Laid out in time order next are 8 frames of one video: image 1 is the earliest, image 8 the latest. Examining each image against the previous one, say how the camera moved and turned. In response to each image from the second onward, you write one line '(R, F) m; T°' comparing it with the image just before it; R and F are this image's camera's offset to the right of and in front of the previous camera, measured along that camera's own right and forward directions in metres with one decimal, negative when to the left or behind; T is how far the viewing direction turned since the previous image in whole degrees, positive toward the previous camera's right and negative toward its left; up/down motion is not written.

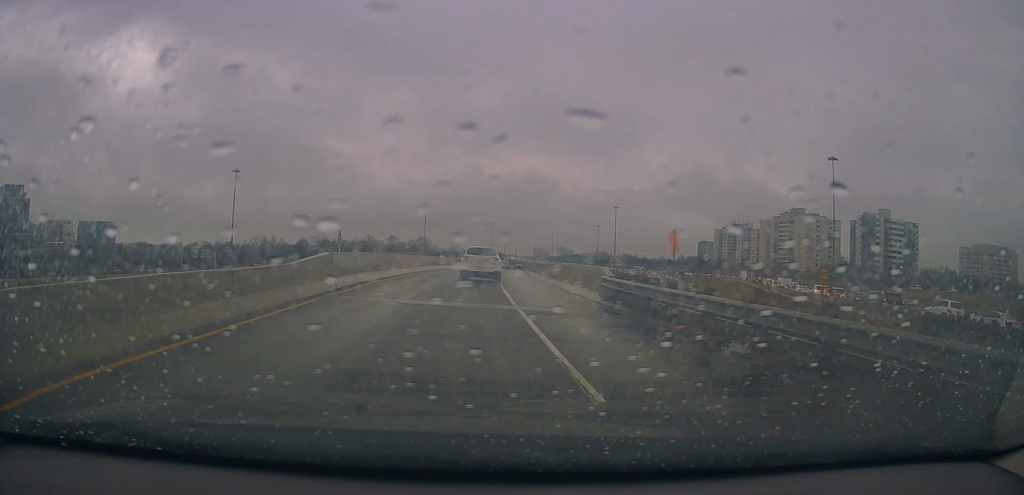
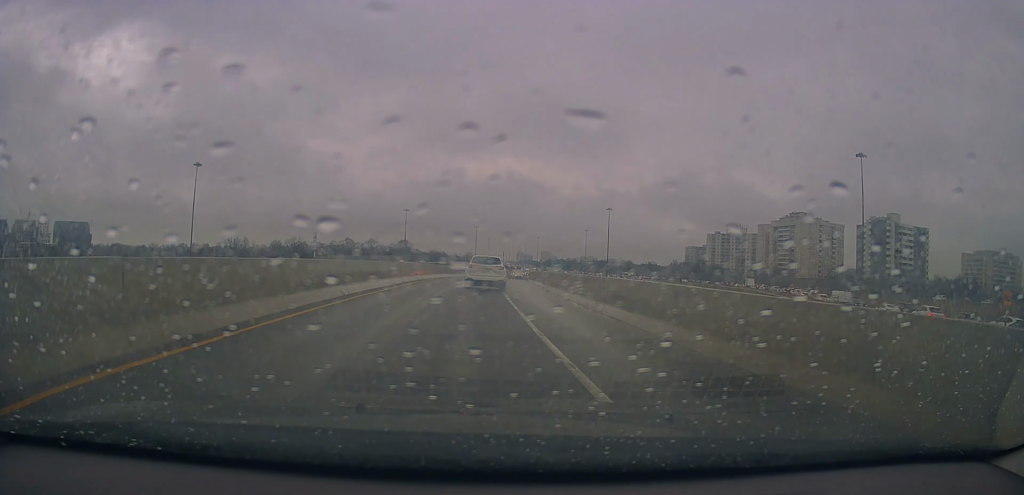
(+0.6, +19.5) m; +2°
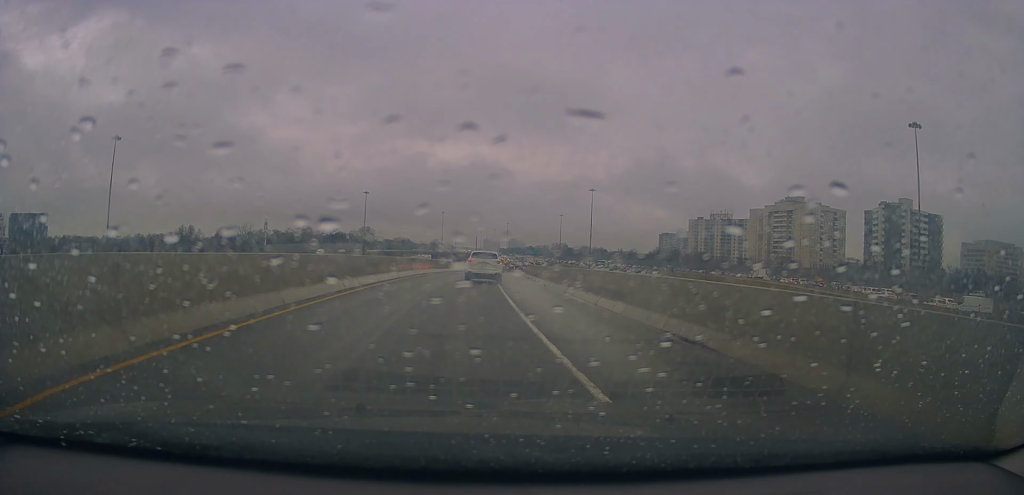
(+0.1, +30.3) m; +2°
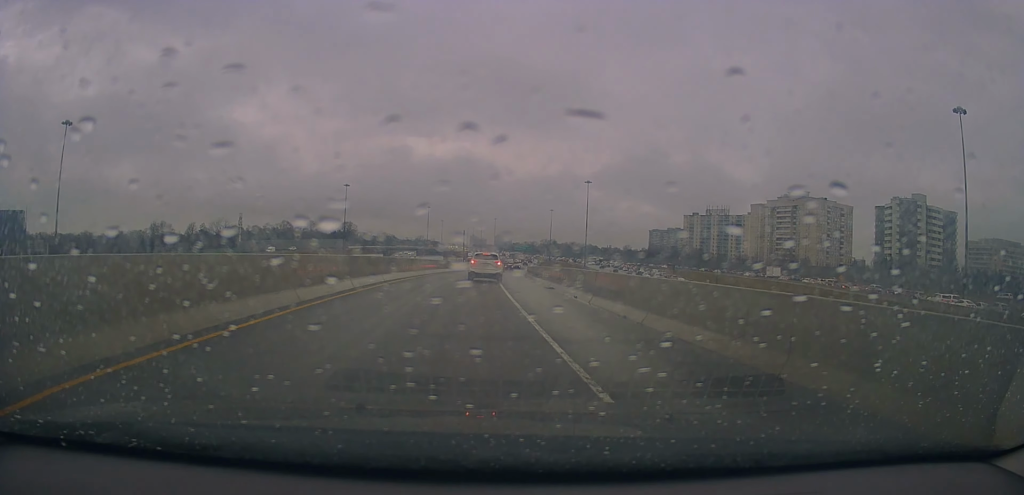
(+0.5, +17.2) m; +3°
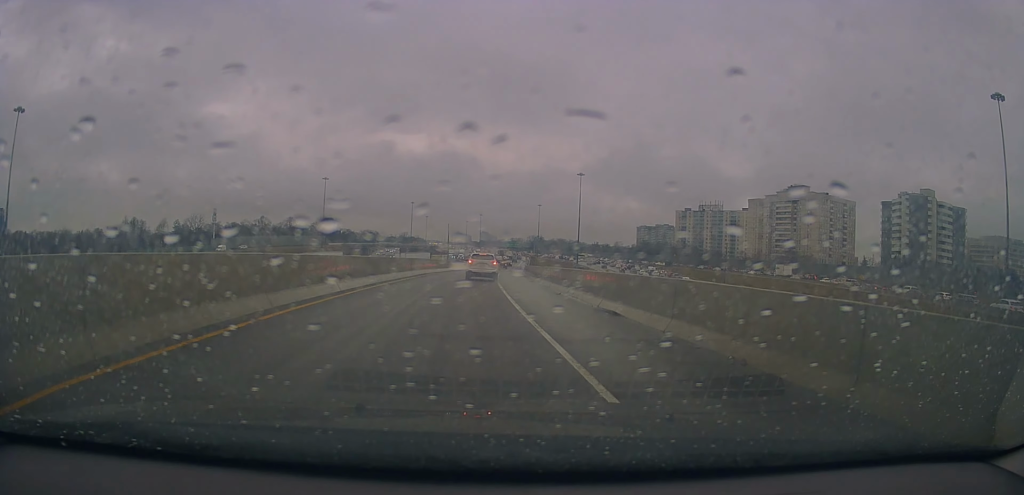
(+0.3, +13.7) m; +2°
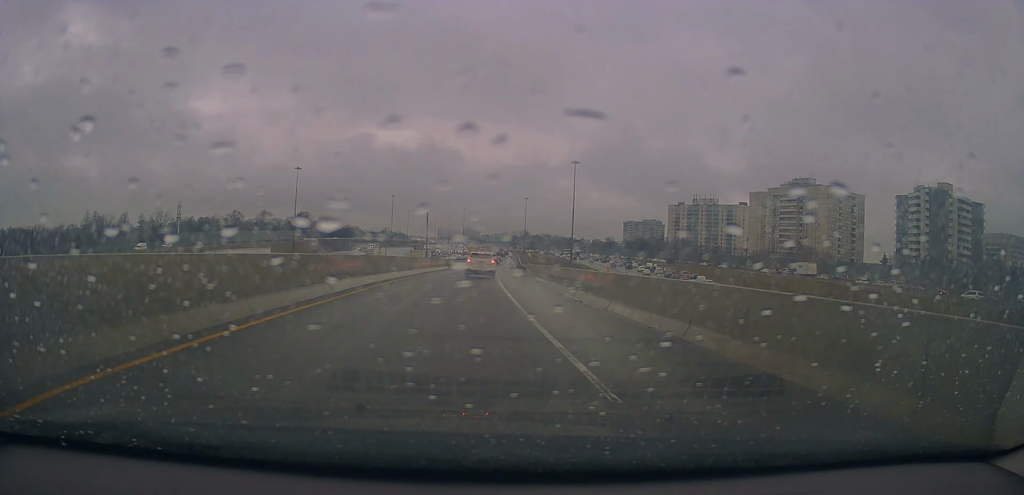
(+0.5, +19.2) m; 0°
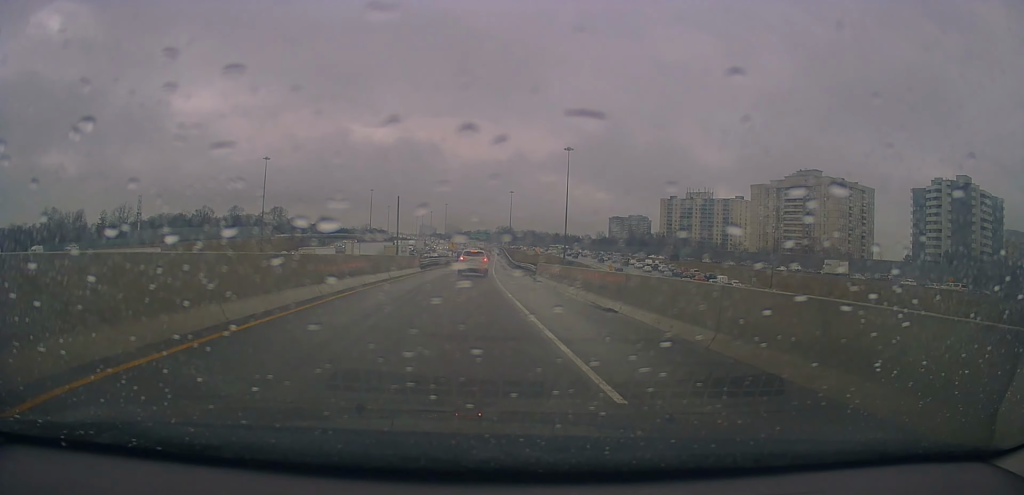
(-0.7, +18.3) m; +2°
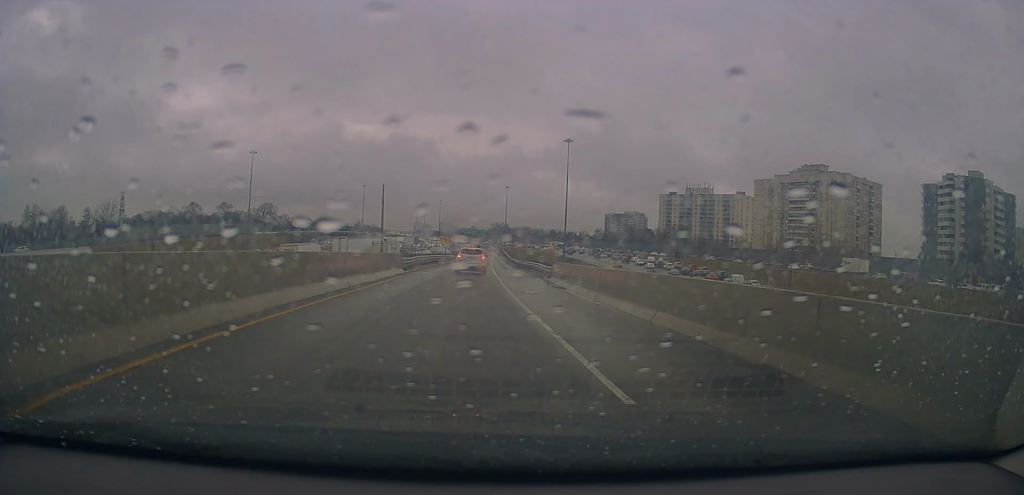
(+0.6, +8.7) m; +2°
